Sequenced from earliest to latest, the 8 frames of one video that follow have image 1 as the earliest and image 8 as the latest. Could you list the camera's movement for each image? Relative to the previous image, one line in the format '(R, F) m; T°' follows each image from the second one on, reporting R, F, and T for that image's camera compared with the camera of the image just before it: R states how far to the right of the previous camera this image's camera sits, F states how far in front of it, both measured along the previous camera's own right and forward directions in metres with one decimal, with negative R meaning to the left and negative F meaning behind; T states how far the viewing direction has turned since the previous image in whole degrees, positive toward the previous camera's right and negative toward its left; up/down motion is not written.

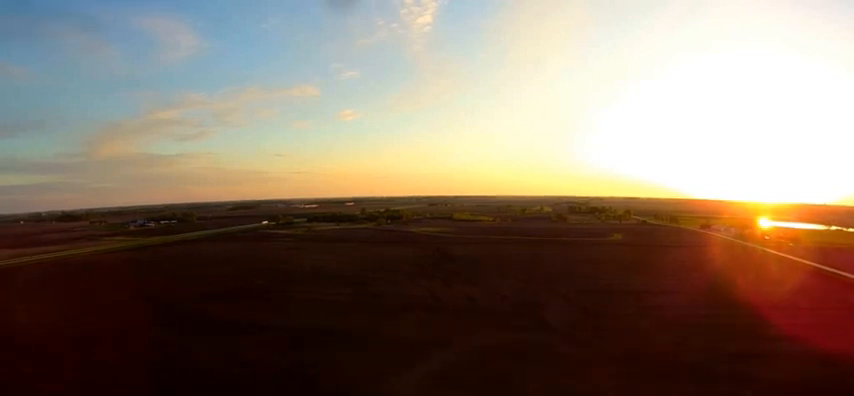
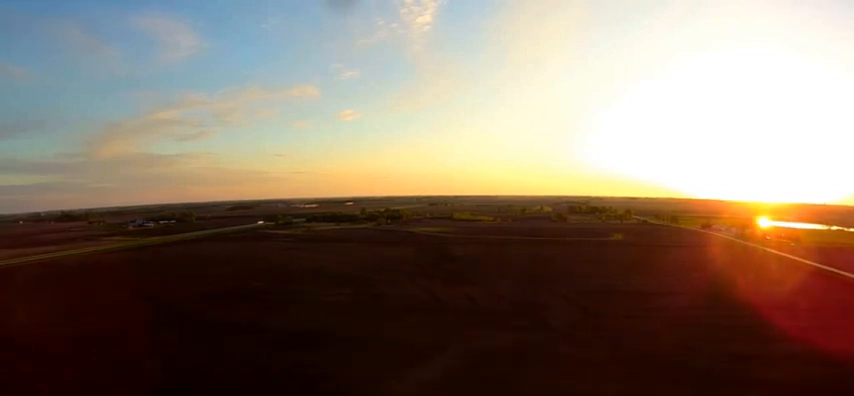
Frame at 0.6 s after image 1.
(0.0, +3.8) m; 0°
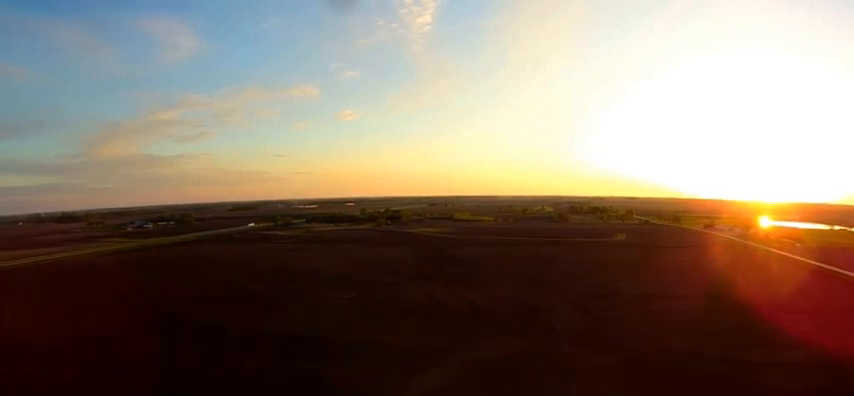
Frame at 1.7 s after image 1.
(0.0, +7.3) m; 0°
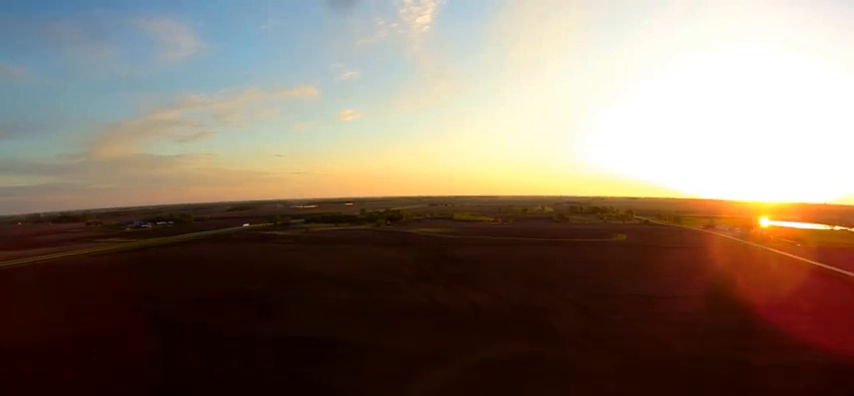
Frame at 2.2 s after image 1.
(0.0, +3.6) m; 0°
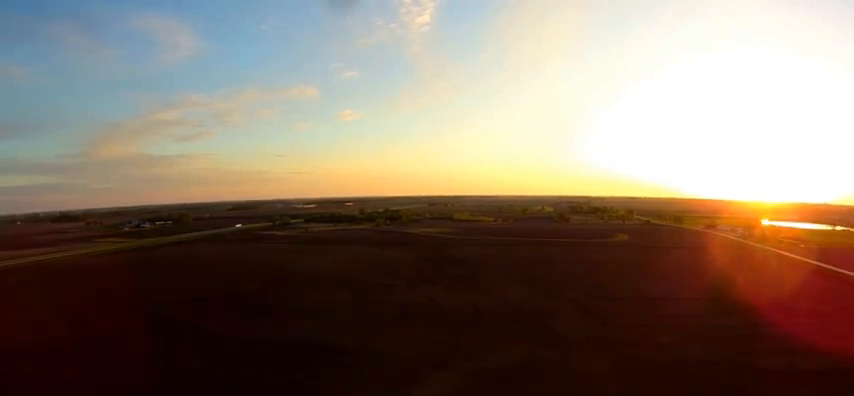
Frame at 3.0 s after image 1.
(0.0, +5.3) m; 0°
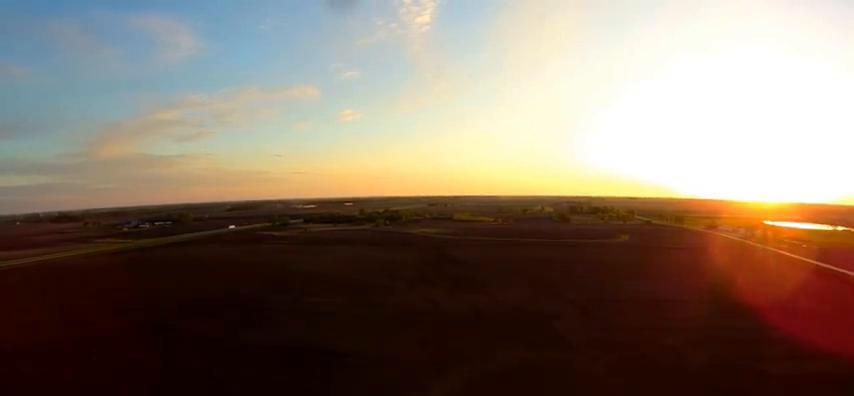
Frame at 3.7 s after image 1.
(0.0, +4.9) m; 0°
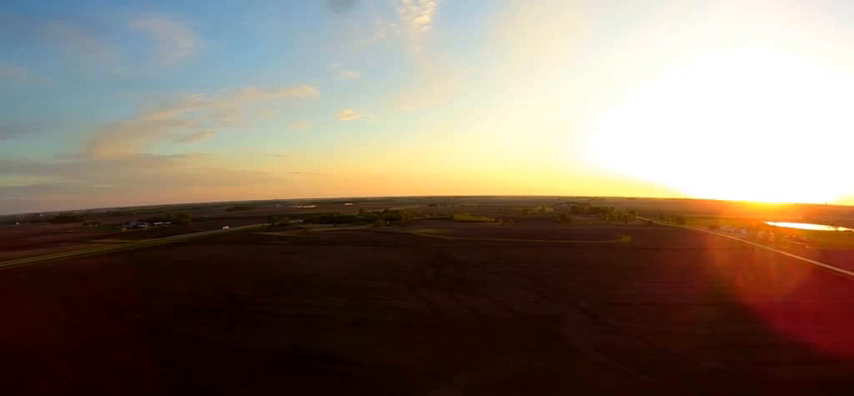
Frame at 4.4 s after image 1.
(0.0, +4.4) m; 0°
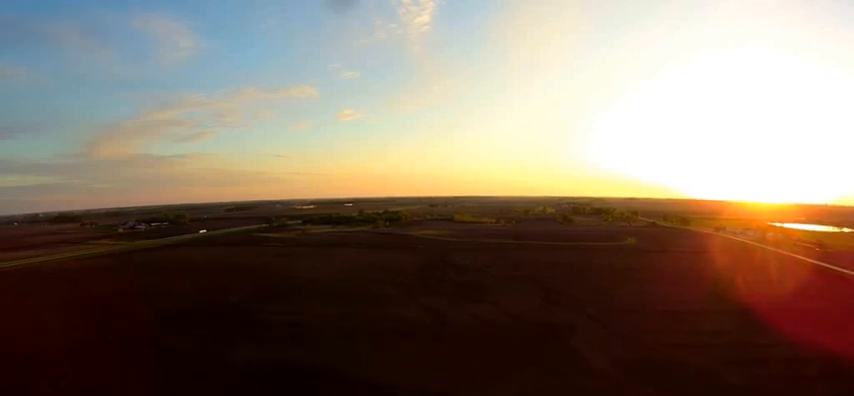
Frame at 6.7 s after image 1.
(+0.1, +15.5) m; 0°
